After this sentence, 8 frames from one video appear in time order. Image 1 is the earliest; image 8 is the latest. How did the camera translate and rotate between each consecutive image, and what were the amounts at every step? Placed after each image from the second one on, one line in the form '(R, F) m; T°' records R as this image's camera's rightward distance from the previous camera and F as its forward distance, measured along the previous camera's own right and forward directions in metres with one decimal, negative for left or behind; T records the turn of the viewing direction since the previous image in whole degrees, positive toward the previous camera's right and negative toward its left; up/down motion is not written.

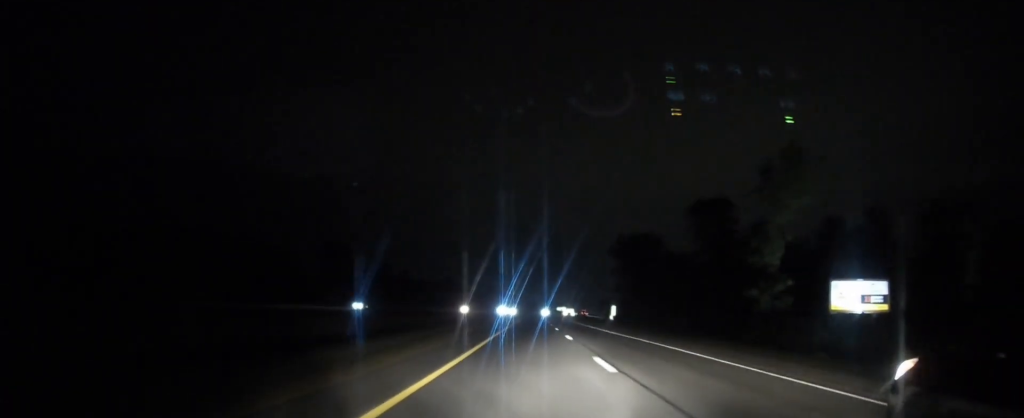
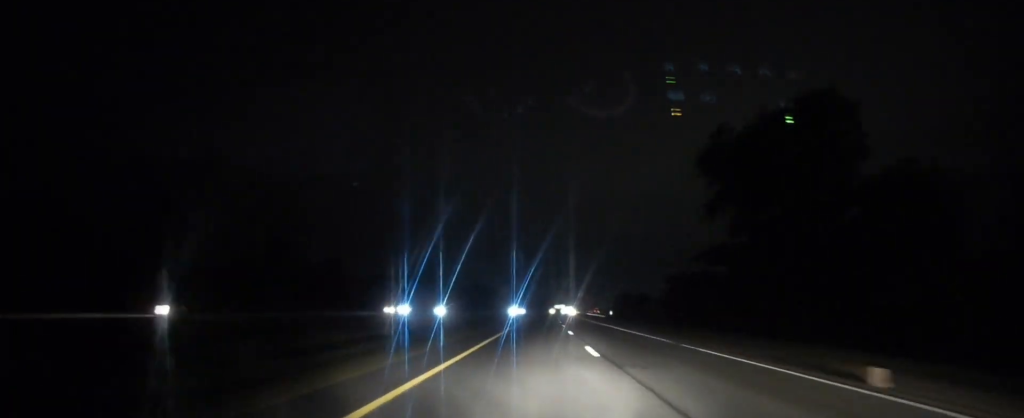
(+1.0, +100.0) m; +1°
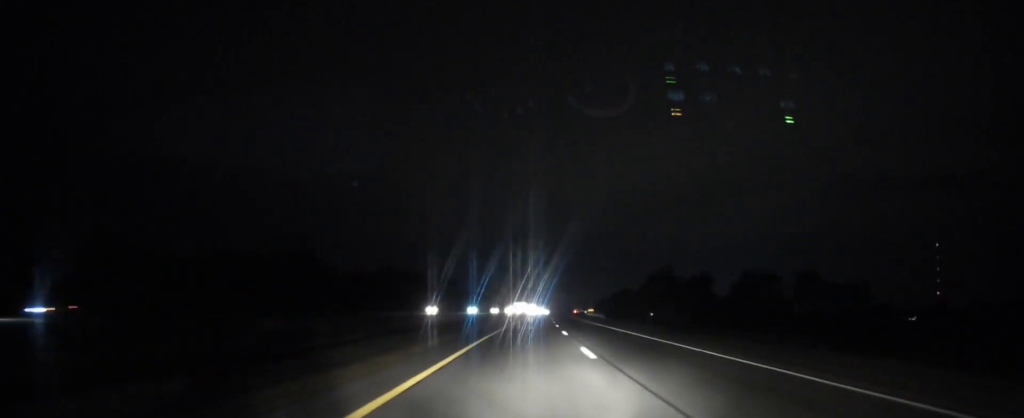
(+3.5, +158.5) m; +3°
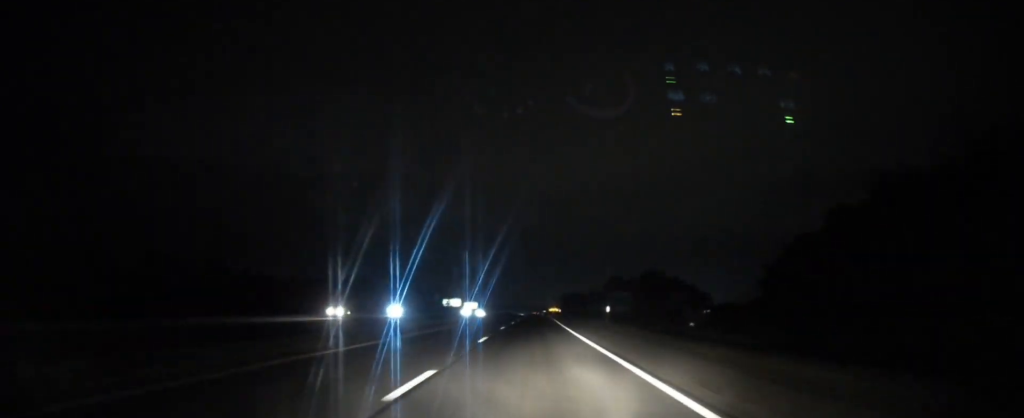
(+9.7, +258.9) m; +3°
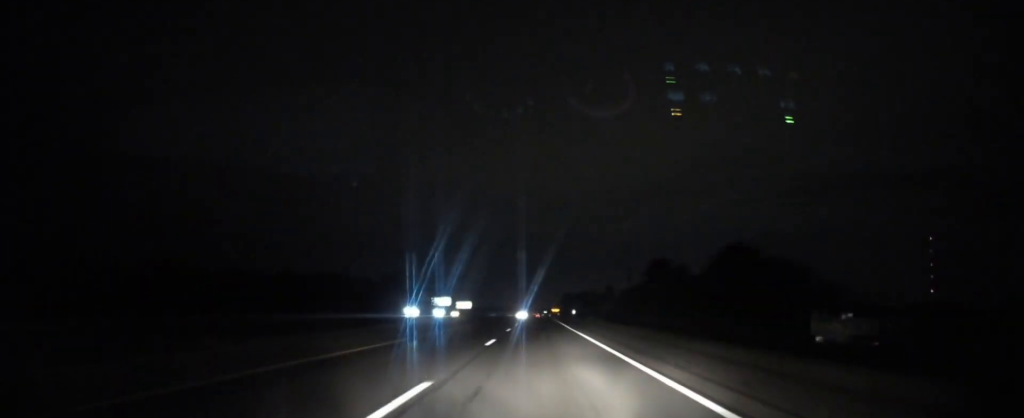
(+0.3, +64.4) m; 0°
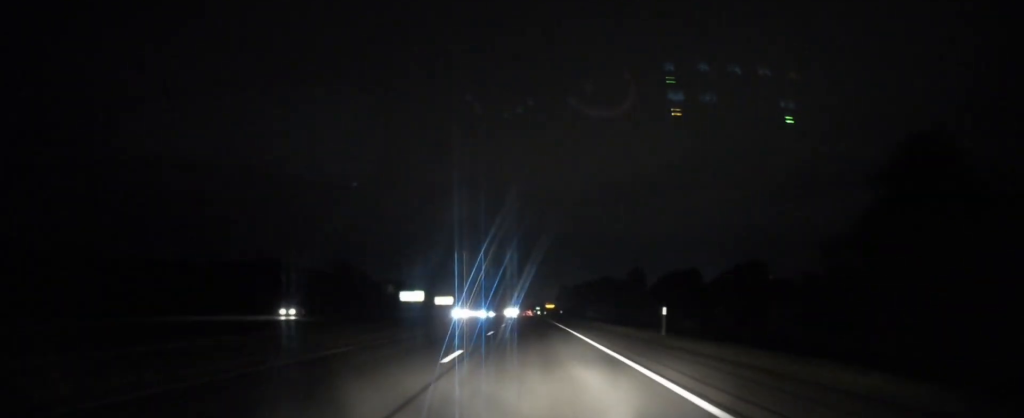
(+0.2, +116.8) m; 0°
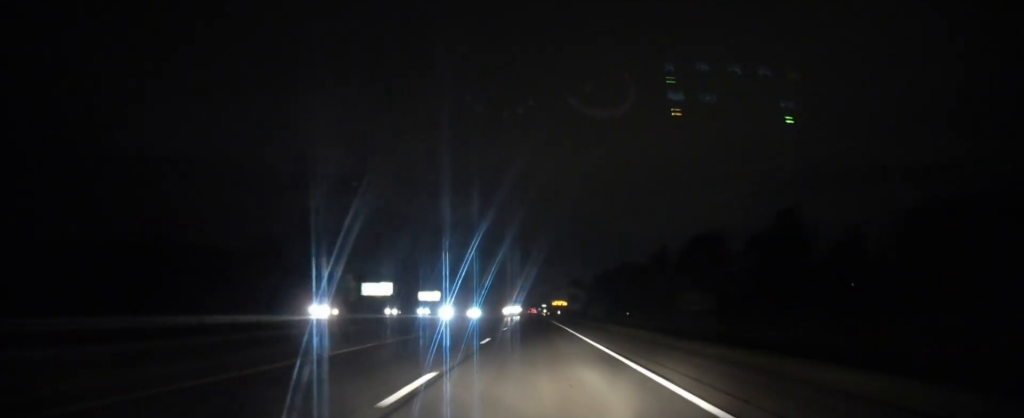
(0.0, +150.9) m; 0°
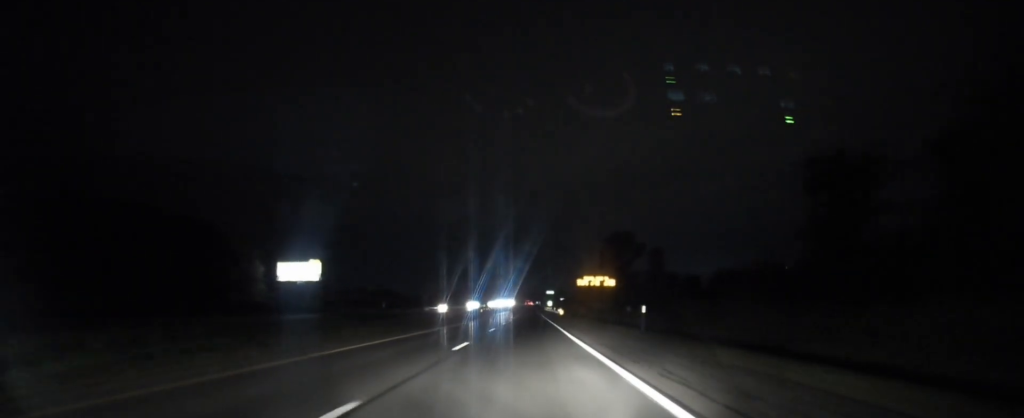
(+0.2, +233.1) m; 0°
